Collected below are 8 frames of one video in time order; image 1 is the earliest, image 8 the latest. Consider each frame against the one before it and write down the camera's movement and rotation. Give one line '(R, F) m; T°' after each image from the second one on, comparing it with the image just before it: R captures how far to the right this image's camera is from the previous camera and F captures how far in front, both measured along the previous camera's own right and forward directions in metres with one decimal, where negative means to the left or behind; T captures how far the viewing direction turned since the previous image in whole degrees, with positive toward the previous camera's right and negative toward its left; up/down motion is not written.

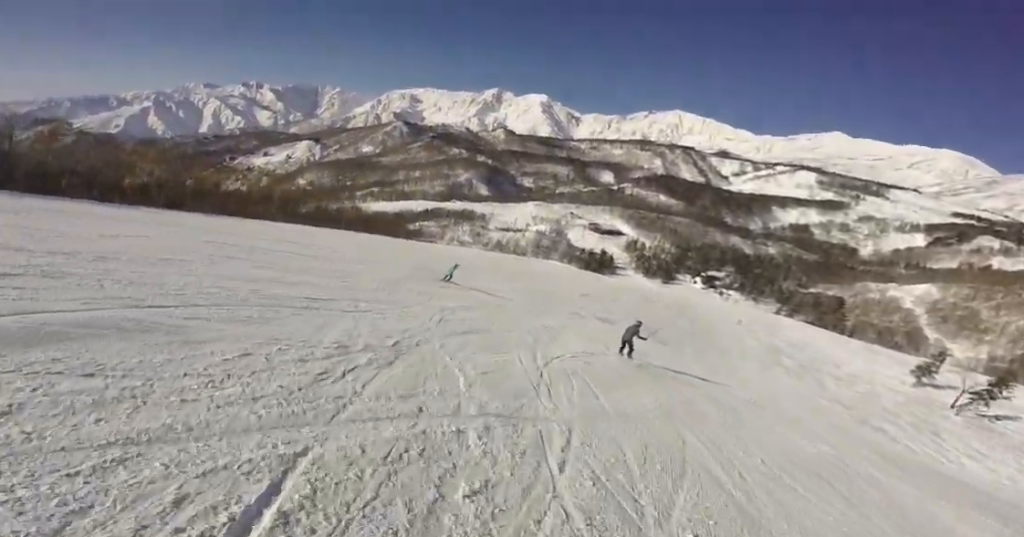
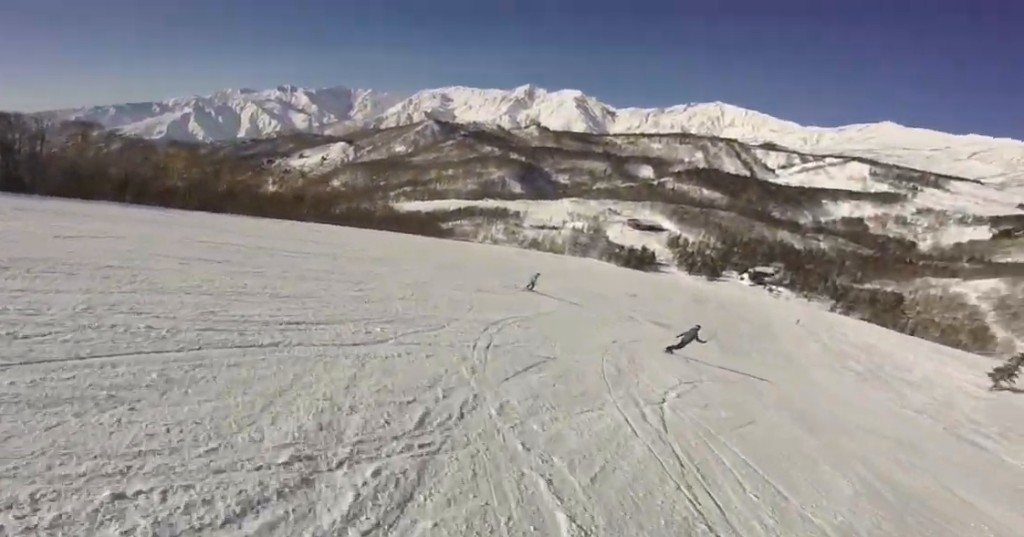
(-0.5, +1.4) m; -14°
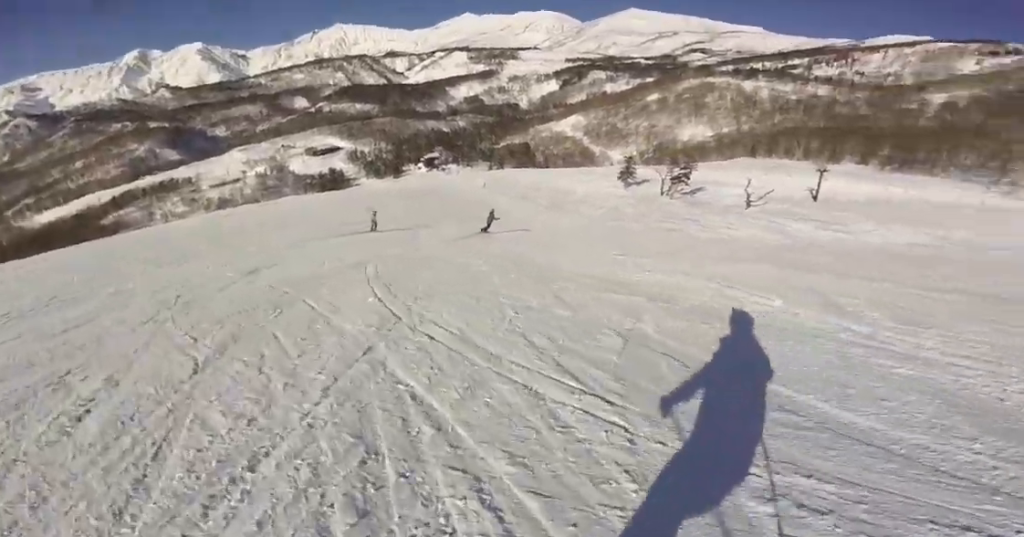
(-0.3, +4.0) m; +9°
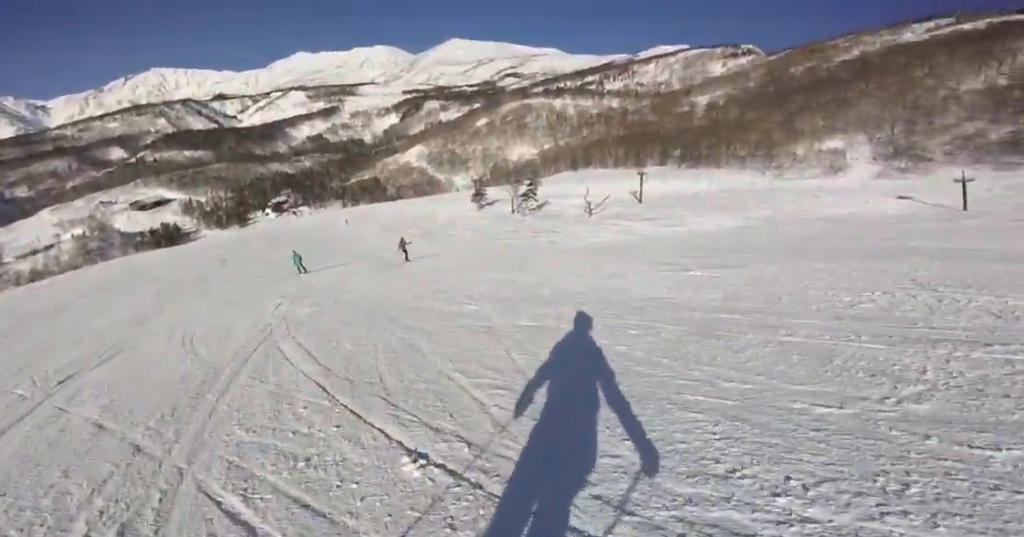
(+0.6, +3.6) m; +17°
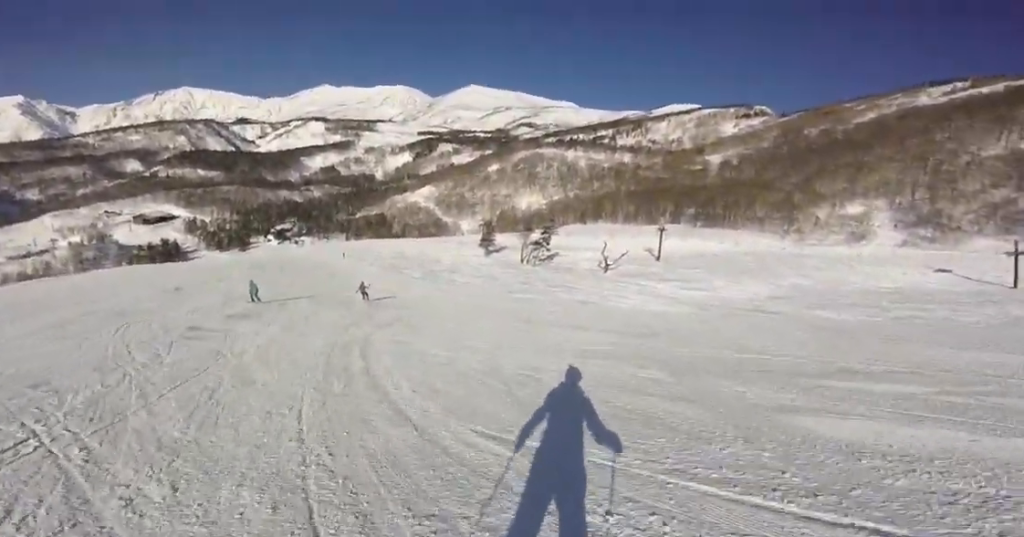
(+1.5, +5.6) m; +15°
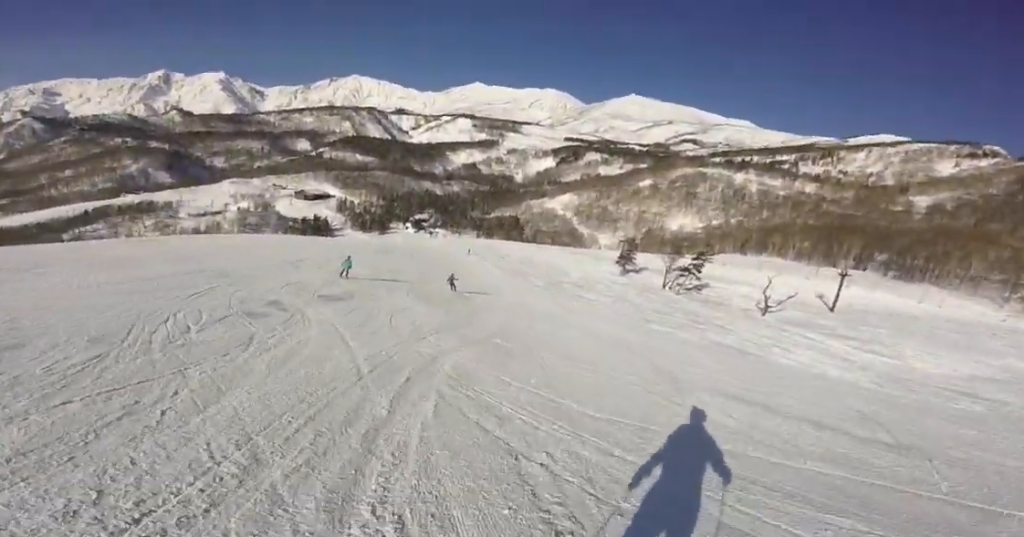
(-0.4, +2.3) m; -10°
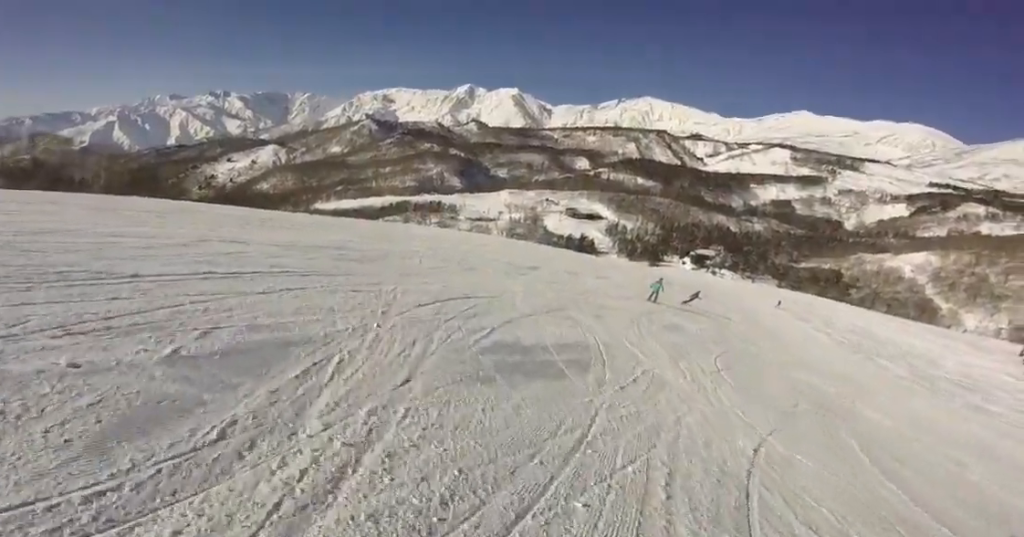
(-2.8, +8.0) m; -29°
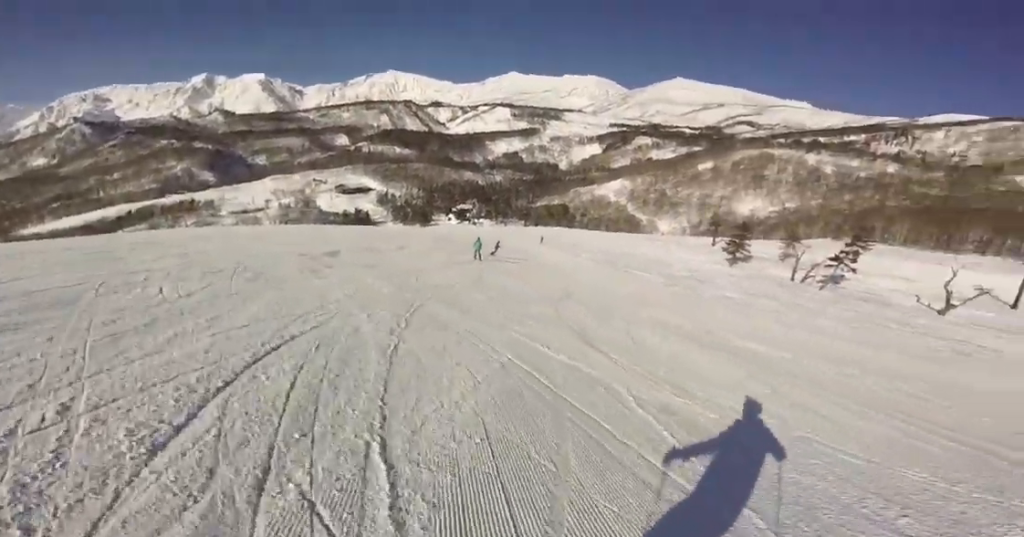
(-0.7, +3.7) m; +3°
